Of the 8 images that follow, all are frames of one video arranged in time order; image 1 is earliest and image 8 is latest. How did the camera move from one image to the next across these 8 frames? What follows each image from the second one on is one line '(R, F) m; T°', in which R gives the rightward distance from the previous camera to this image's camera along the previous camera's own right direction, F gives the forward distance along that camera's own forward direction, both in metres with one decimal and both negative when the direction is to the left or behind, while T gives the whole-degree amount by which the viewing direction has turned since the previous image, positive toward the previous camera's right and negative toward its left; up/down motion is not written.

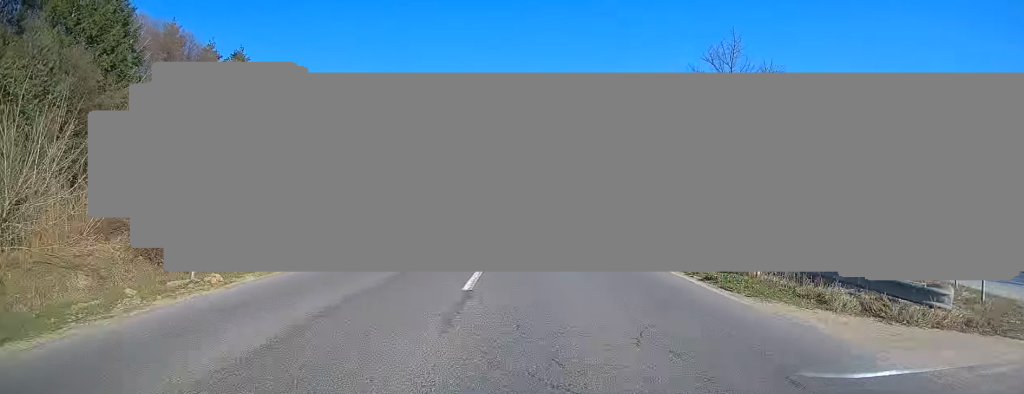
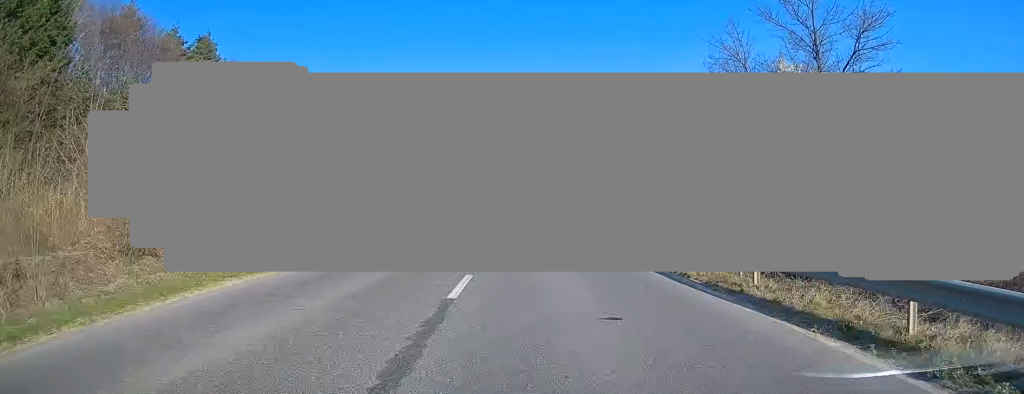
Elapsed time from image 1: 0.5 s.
(+0.1, +9.8) m; 0°
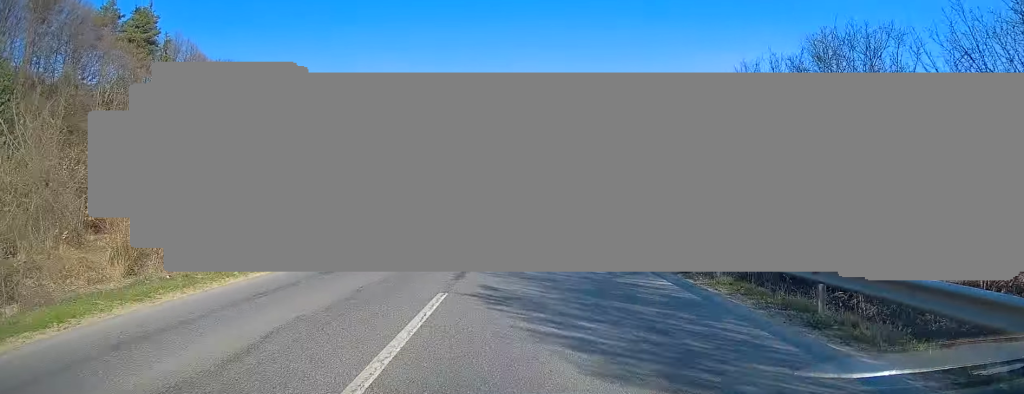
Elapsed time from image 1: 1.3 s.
(-0.1, +14.8) m; -1°
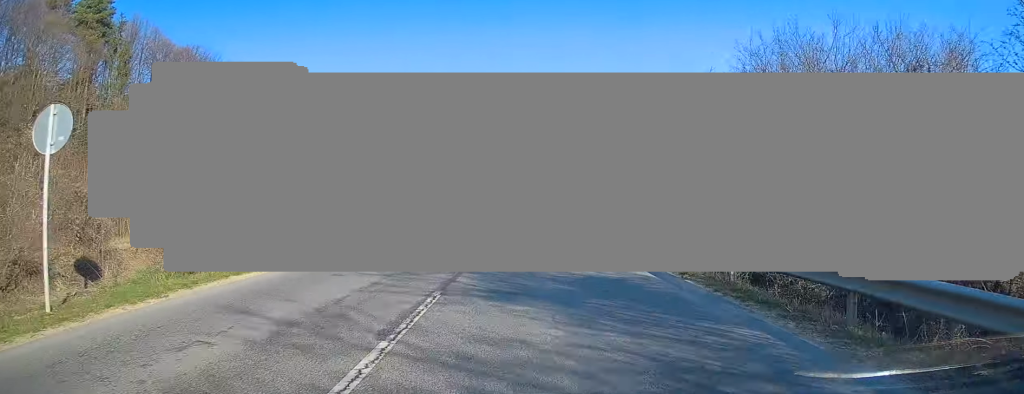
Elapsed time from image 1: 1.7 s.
(0.0, +8.7) m; 0°
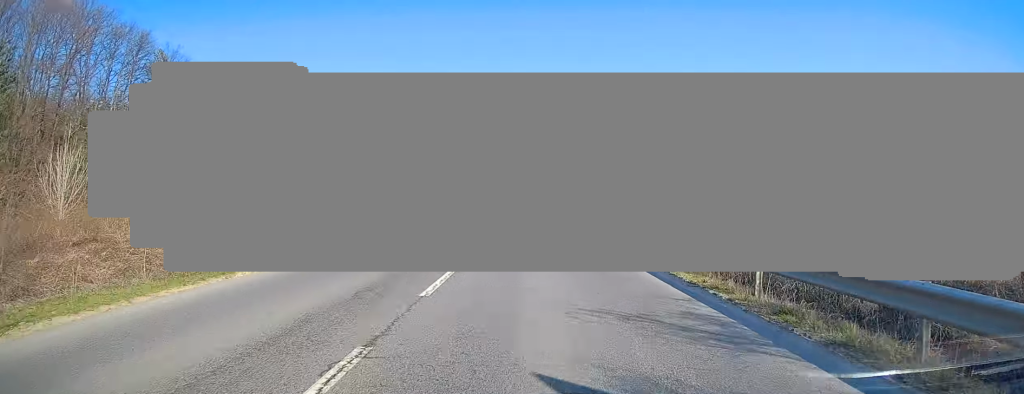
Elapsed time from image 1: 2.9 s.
(0.0, +21.4) m; 0°
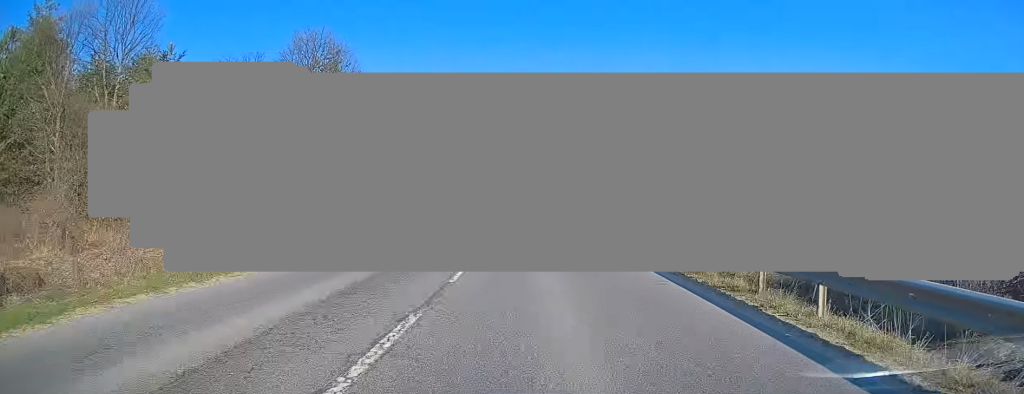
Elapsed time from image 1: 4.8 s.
(-0.1, +33.4) m; 0°
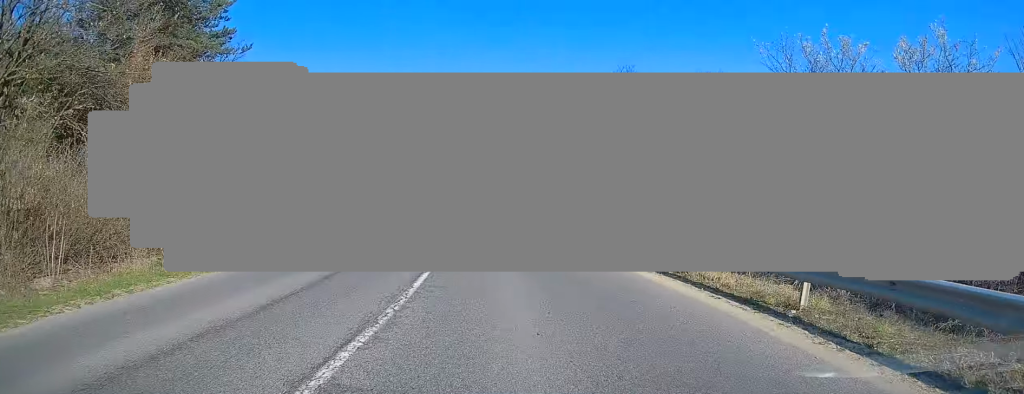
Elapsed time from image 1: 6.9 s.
(-1.0, +32.9) m; -5°
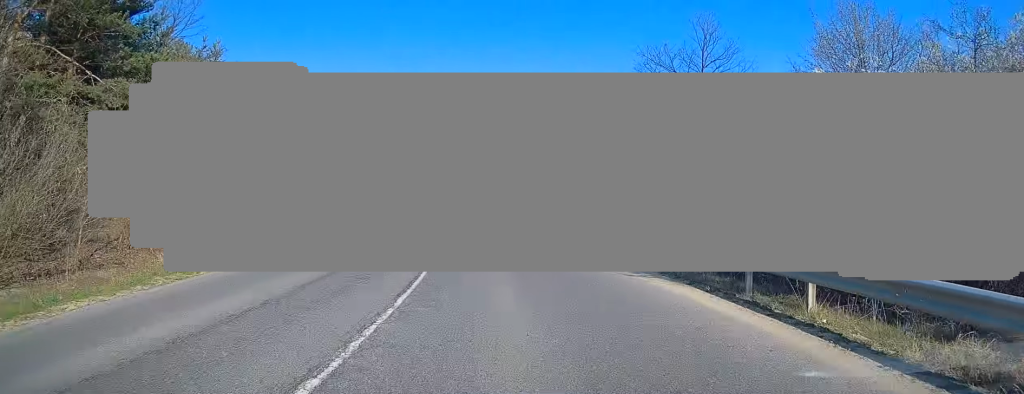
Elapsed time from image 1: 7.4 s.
(0.0, +8.2) m; -3°
